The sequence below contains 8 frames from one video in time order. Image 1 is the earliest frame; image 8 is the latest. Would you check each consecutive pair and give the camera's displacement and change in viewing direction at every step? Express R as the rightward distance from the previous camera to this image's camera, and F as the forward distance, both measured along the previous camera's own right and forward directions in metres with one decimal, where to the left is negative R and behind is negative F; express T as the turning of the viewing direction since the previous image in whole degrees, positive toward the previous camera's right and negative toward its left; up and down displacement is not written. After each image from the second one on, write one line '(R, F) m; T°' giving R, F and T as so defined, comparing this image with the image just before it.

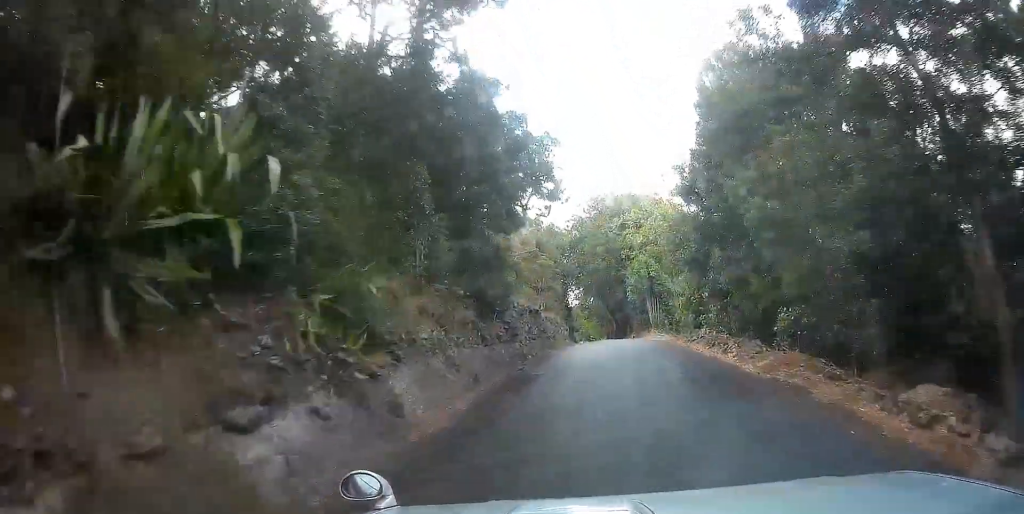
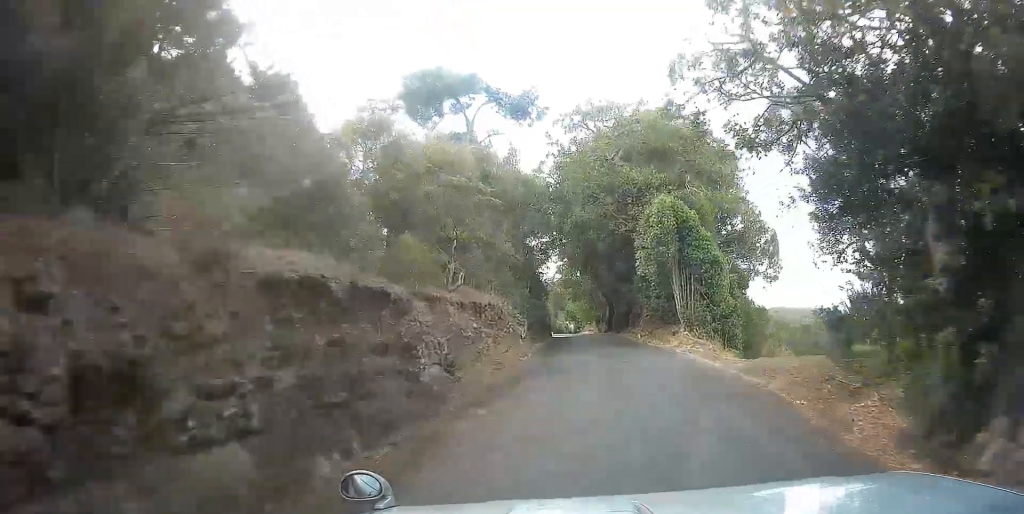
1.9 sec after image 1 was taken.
(+0.6, +19.5) m; +1°
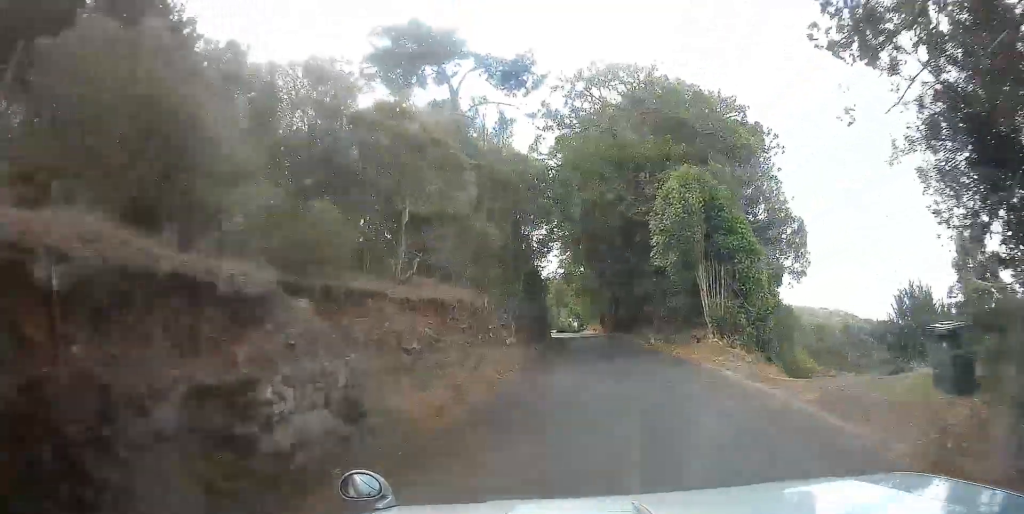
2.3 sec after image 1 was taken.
(-0.2, +4.9) m; -1°
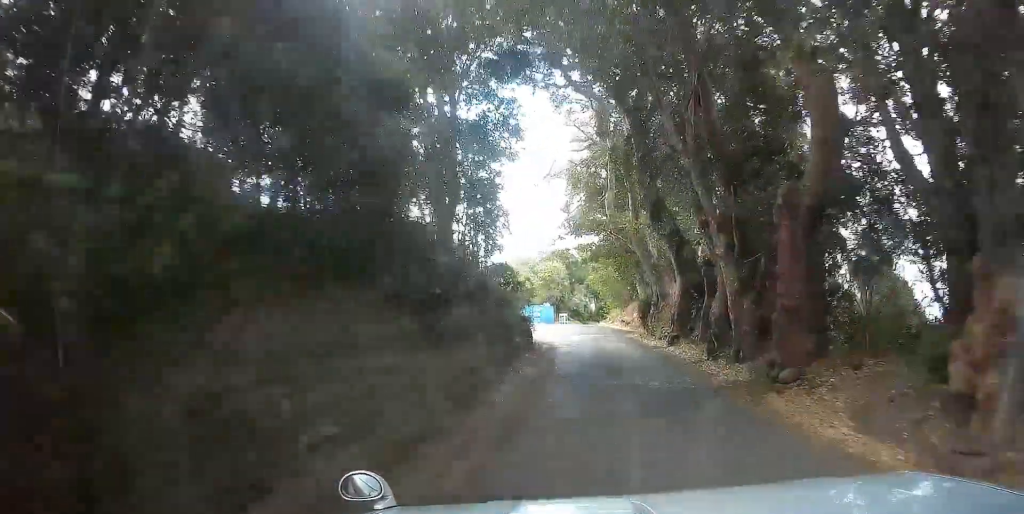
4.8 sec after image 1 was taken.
(+0.7, +28.4) m; +3°
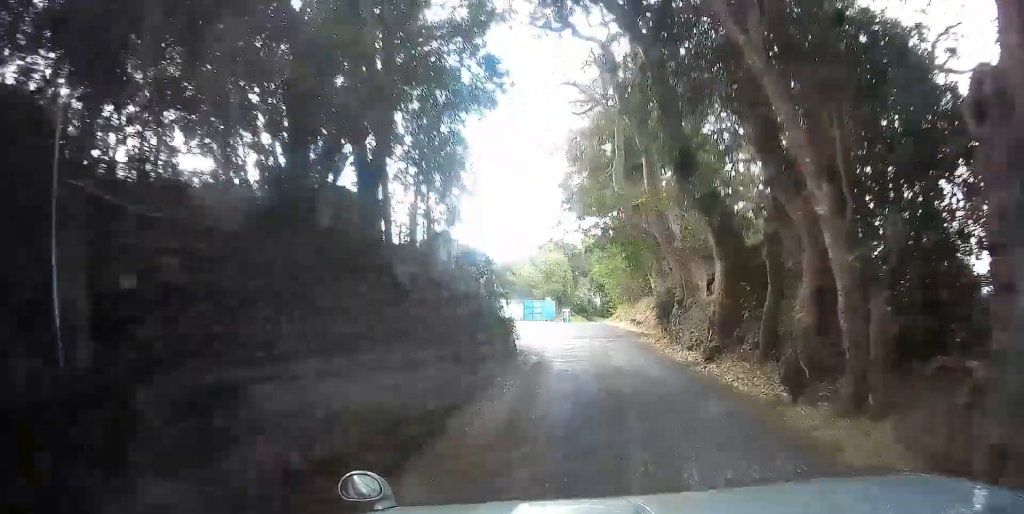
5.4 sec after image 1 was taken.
(+0.1, +6.6) m; 0°
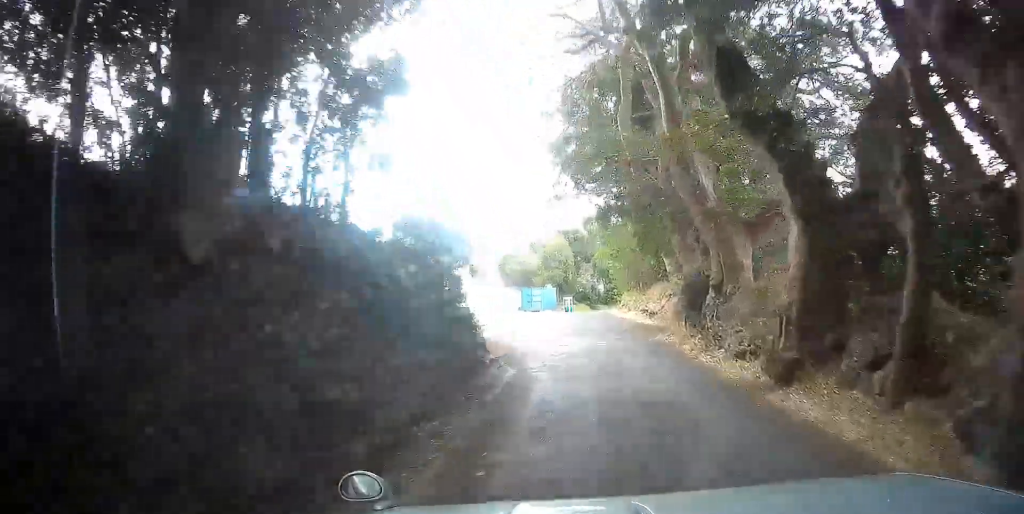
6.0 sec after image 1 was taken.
(0.0, +5.6) m; +1°
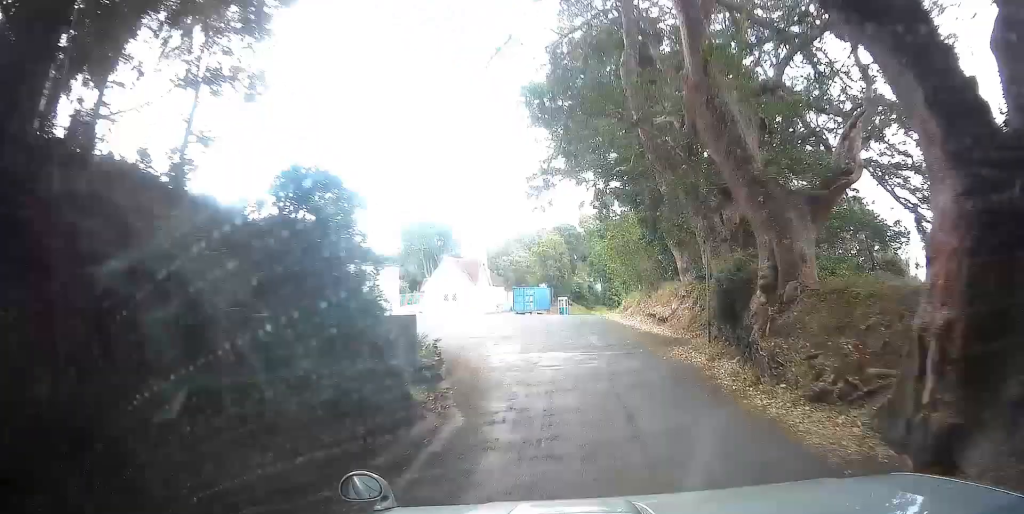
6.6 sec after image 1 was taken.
(-0.1, +4.6) m; +1°
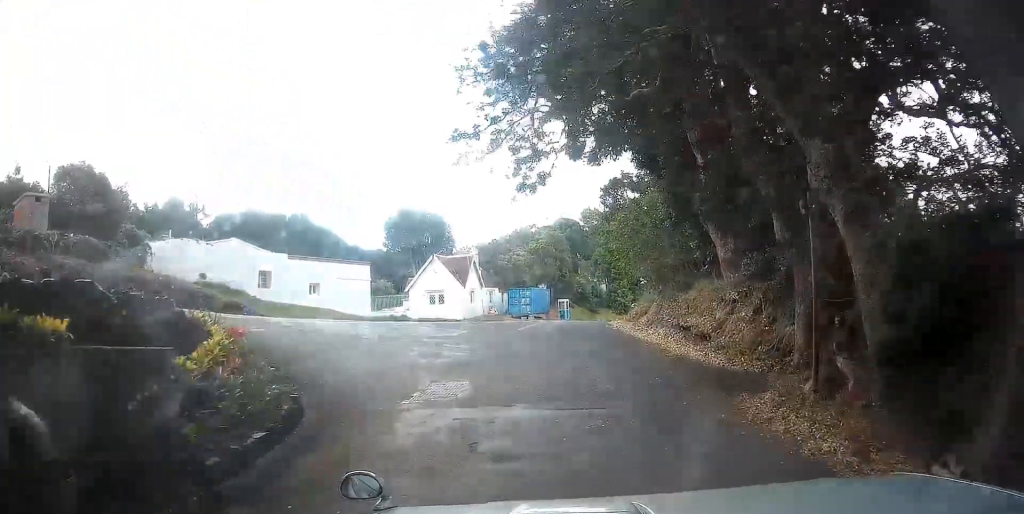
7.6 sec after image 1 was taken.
(+0.4, +7.2) m; +7°
